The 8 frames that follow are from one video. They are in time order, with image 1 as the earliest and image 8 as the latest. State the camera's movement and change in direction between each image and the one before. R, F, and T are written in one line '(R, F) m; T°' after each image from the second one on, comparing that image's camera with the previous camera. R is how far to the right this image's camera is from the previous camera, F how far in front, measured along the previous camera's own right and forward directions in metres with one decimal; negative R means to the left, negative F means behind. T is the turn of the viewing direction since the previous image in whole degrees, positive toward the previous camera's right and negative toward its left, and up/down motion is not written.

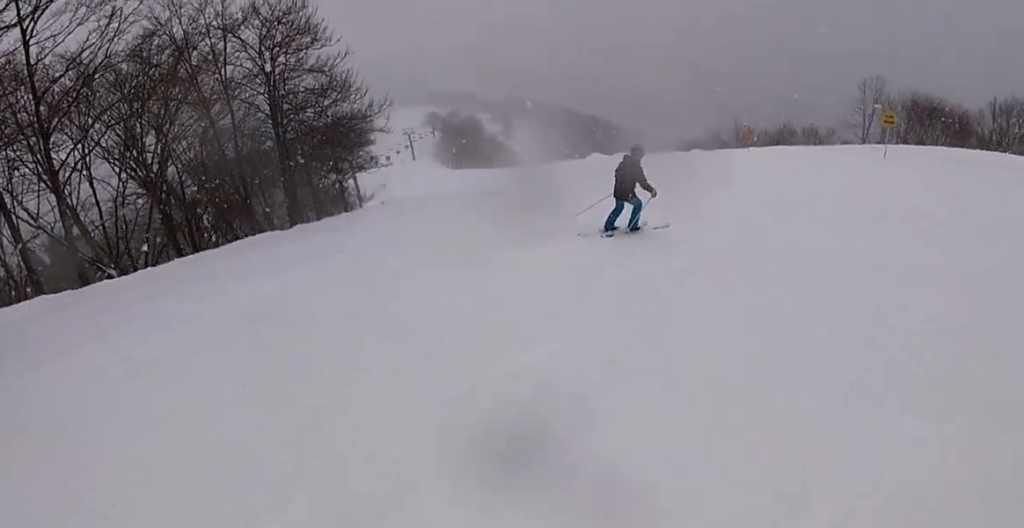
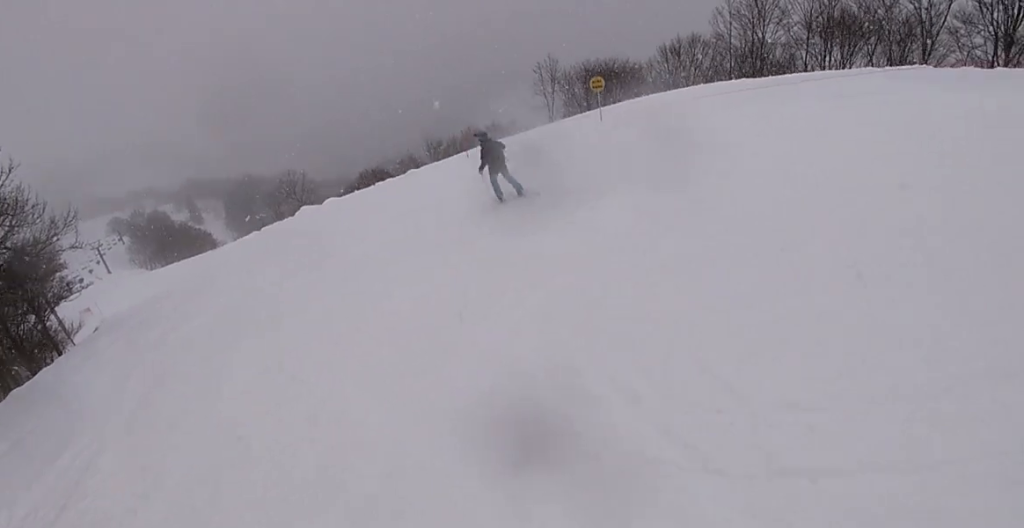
(+0.8, +2.5) m; +34°
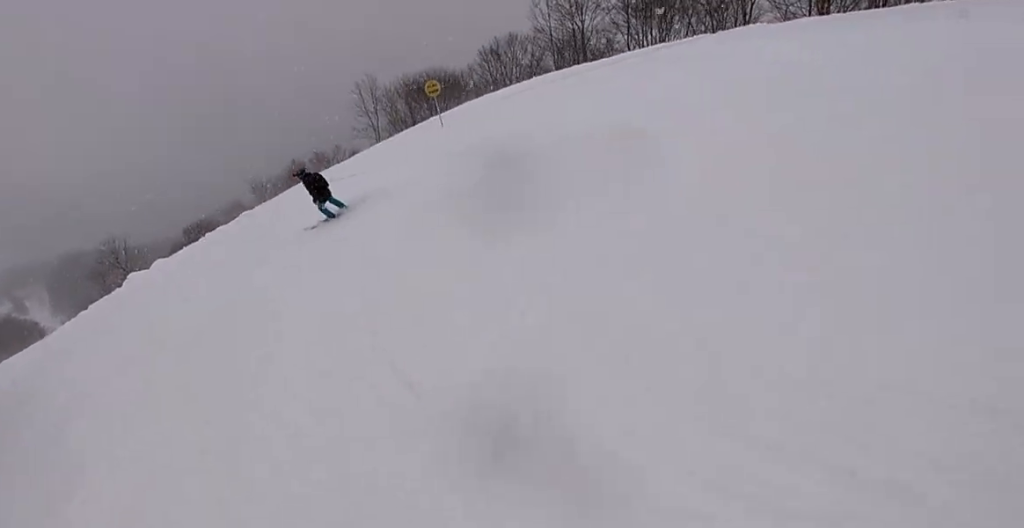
(0.0, +1.4) m; +17°
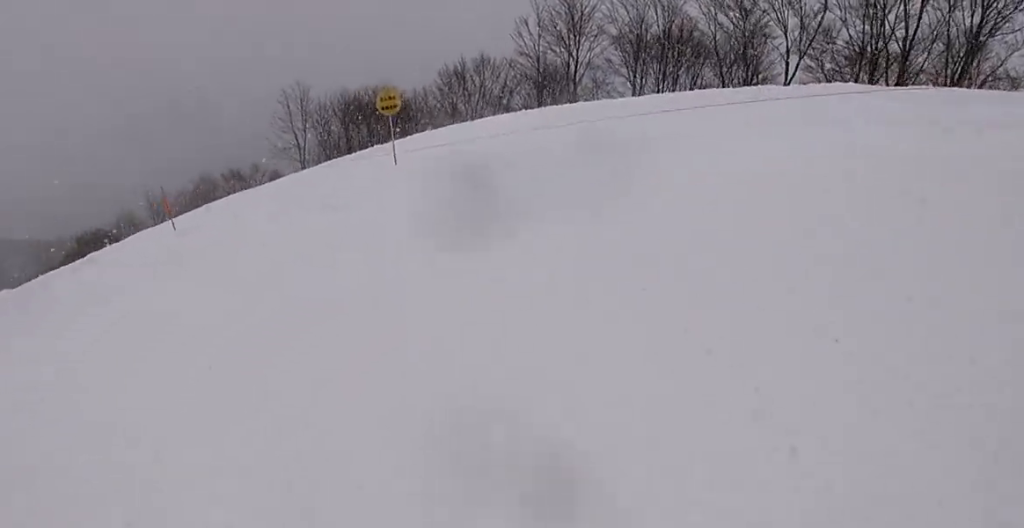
(+0.2, +6.8) m; -16°
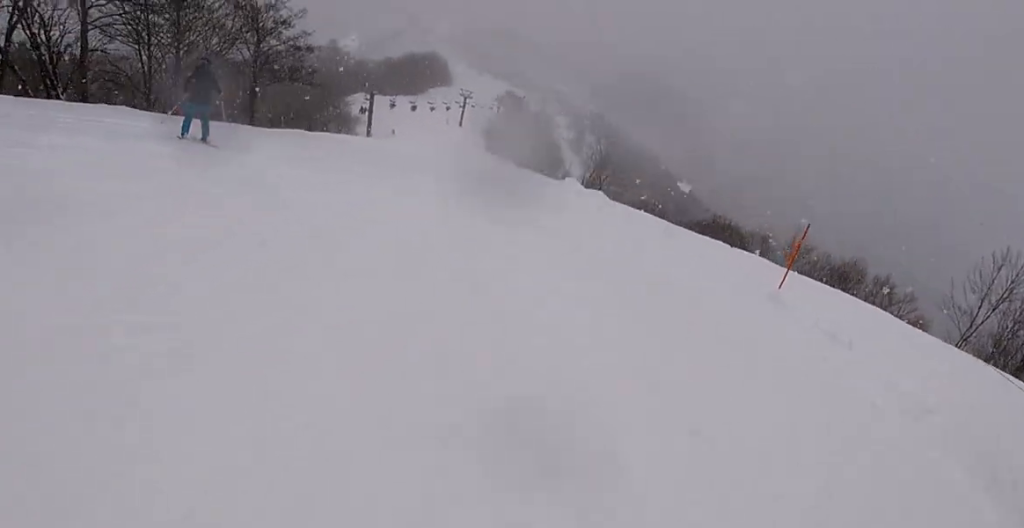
(-1.1, +5.0) m; -32°
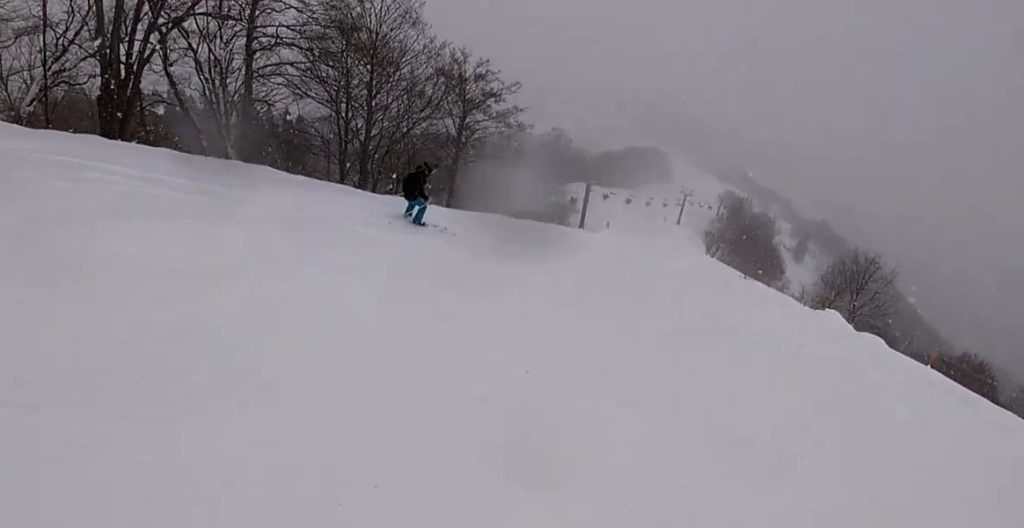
(-1.9, +5.1) m; -31°
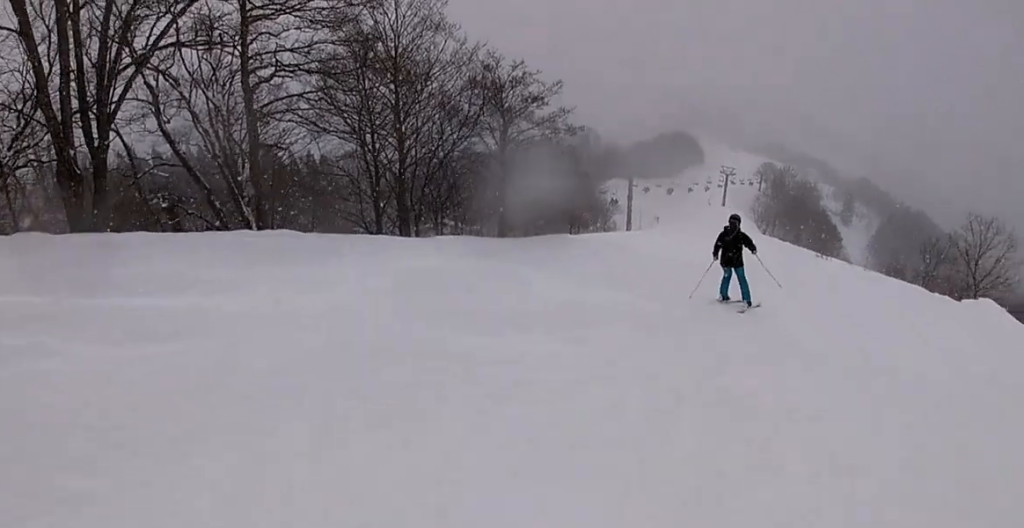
(-0.8, +5.4) m; +12°
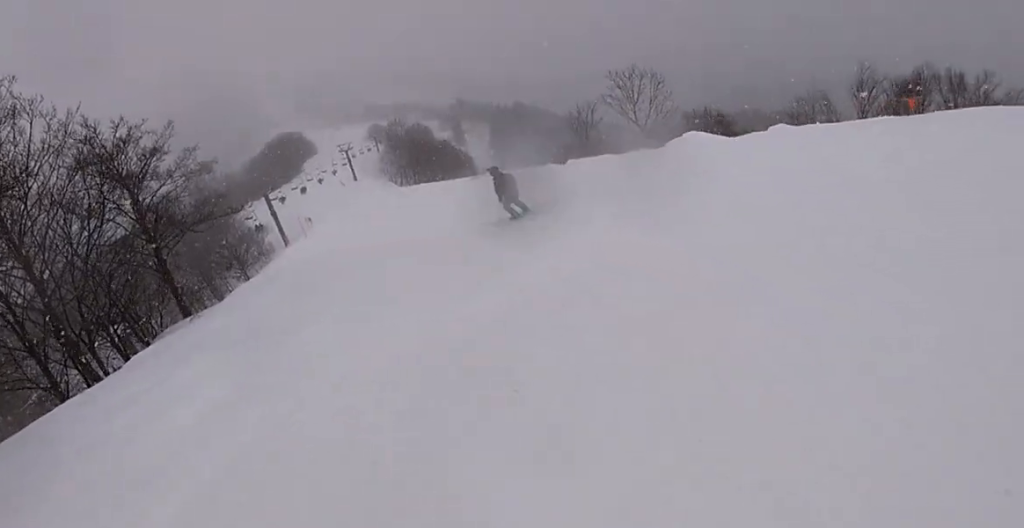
(+0.9, +3.6) m; +23°
